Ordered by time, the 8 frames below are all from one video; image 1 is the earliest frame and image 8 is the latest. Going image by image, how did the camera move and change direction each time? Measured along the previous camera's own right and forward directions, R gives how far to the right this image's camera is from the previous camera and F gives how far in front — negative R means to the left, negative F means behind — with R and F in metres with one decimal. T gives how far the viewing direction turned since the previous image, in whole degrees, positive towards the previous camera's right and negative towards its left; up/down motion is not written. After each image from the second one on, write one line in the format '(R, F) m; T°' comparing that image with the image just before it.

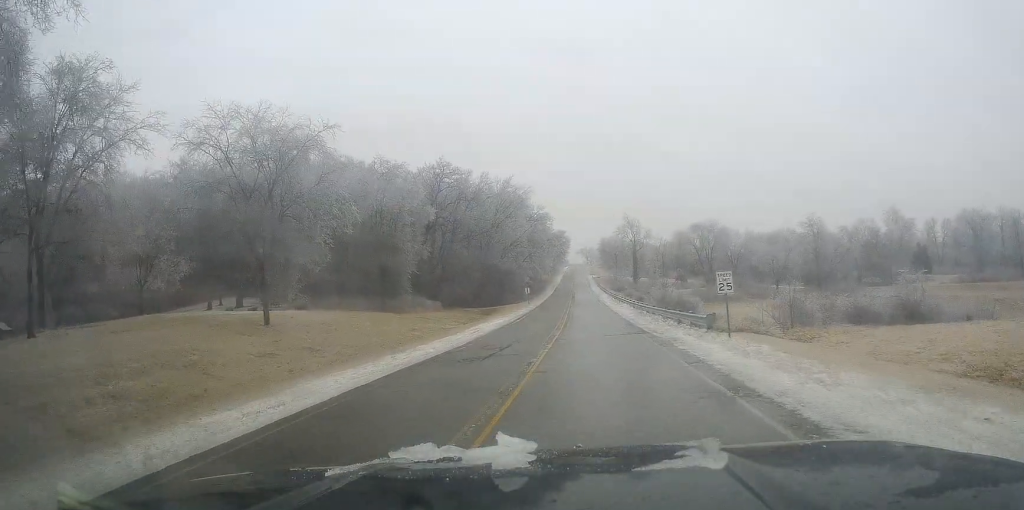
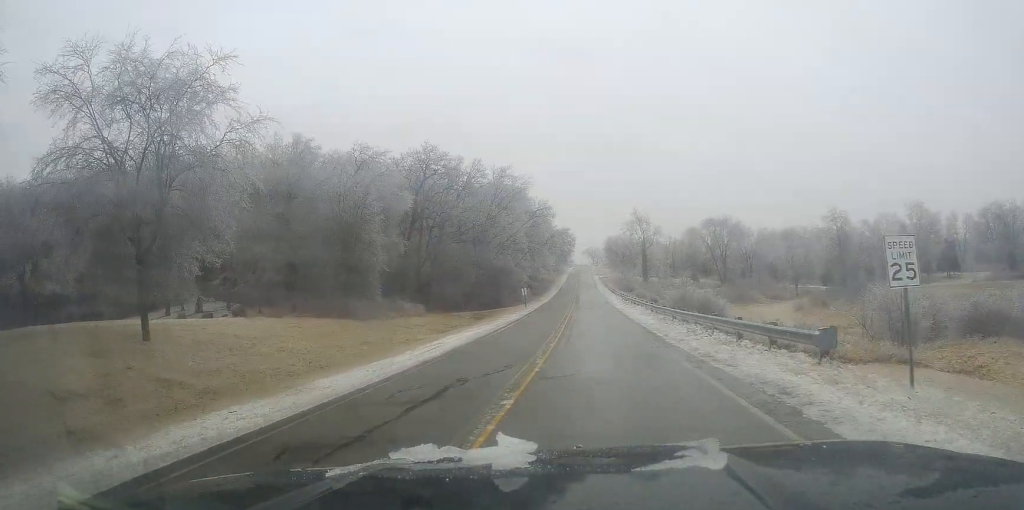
(+0.4, +12.9) m; +2°
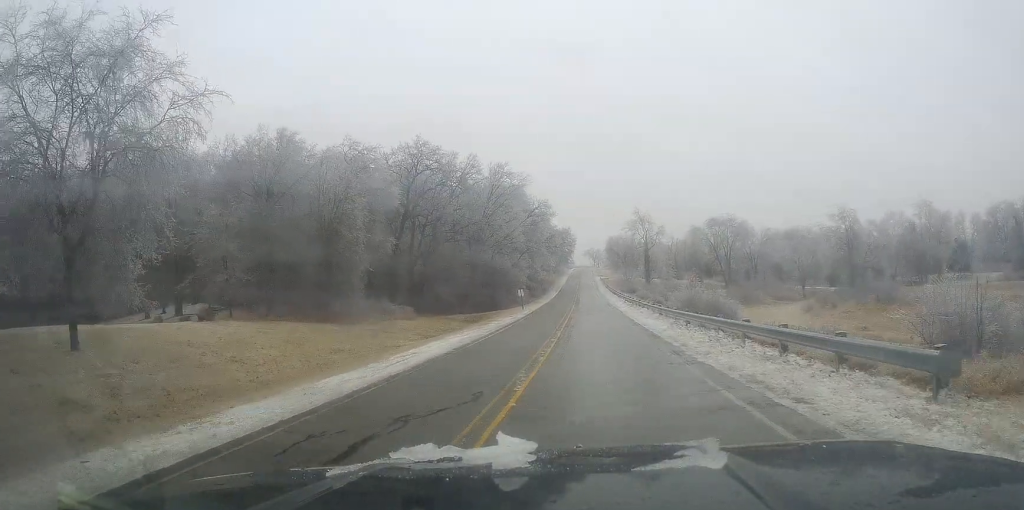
(0.0, +5.0) m; 0°
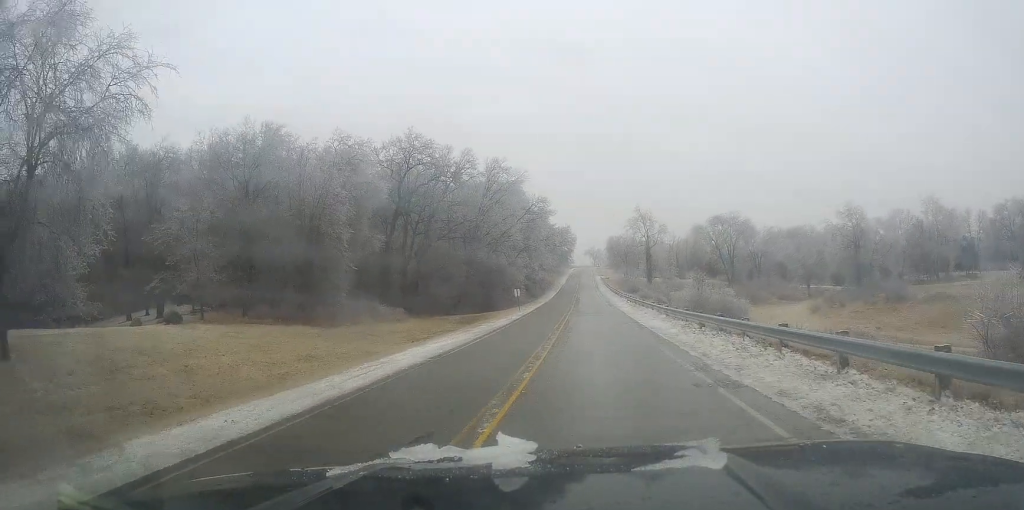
(0.0, +4.0) m; 0°
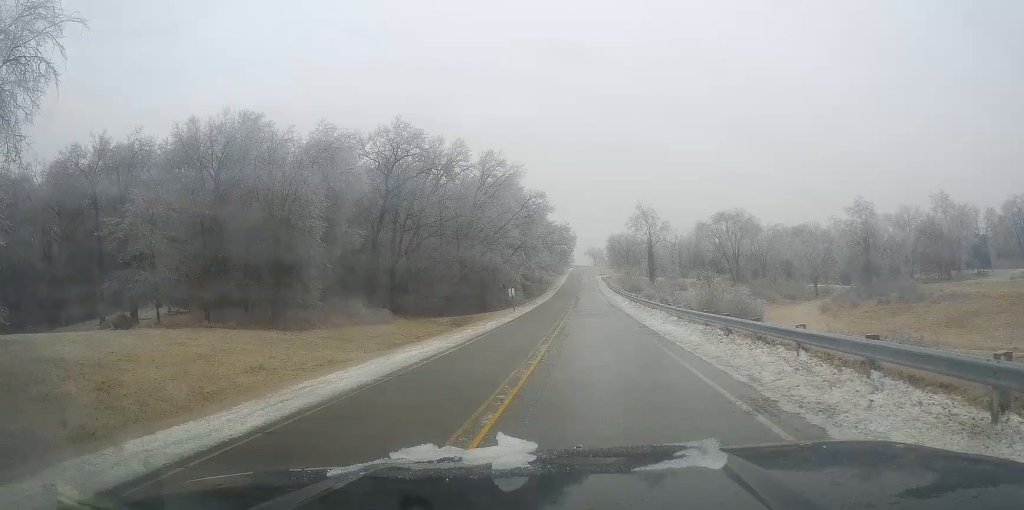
(0.0, +5.4) m; -1°
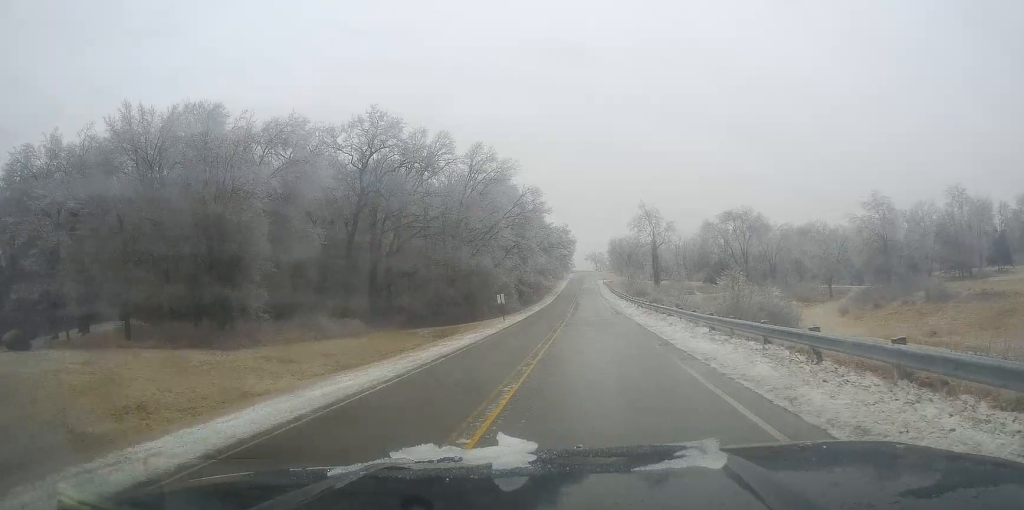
(-0.1, +8.9) m; -2°
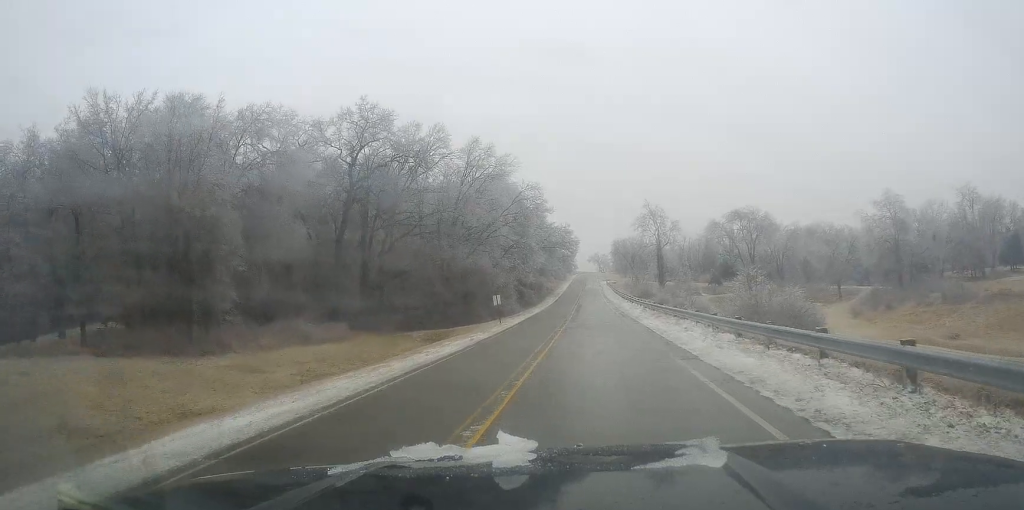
(-0.2, +4.2) m; 0°
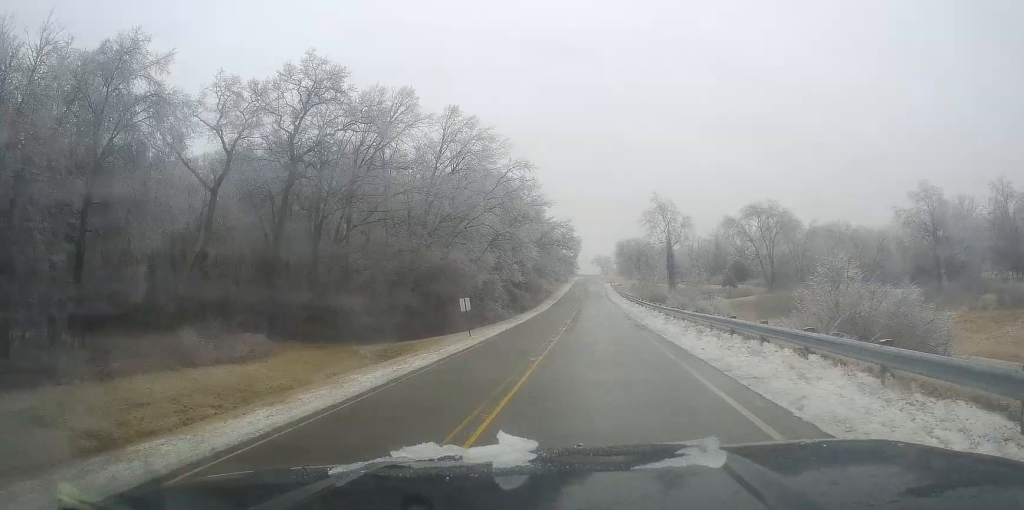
(+0.2, +14.7) m; +2°
